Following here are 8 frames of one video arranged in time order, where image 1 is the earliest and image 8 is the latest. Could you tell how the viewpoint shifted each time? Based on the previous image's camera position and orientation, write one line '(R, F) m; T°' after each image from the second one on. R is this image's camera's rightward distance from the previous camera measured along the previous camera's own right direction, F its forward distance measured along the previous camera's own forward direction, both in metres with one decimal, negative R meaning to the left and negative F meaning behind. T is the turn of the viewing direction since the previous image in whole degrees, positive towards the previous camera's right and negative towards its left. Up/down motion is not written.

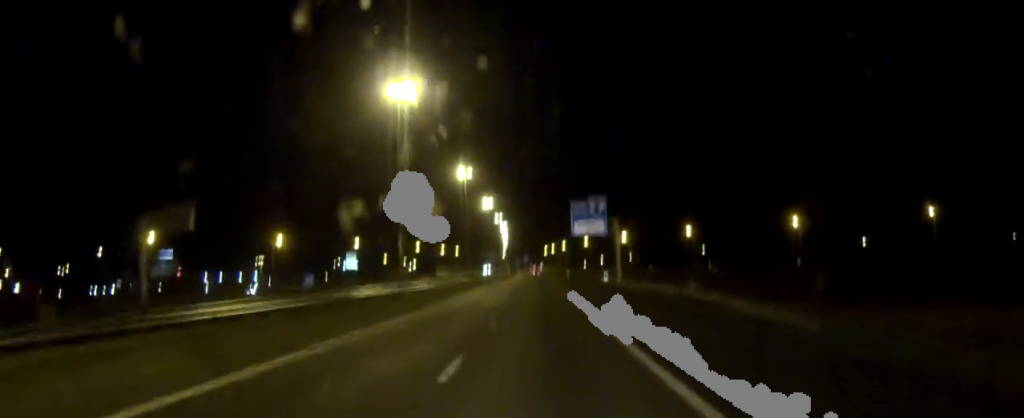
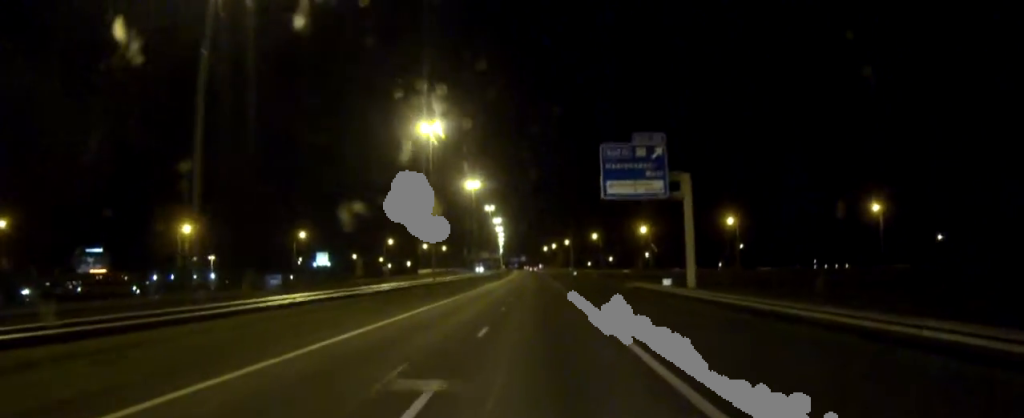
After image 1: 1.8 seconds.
(0.0, +40.2) m; 0°
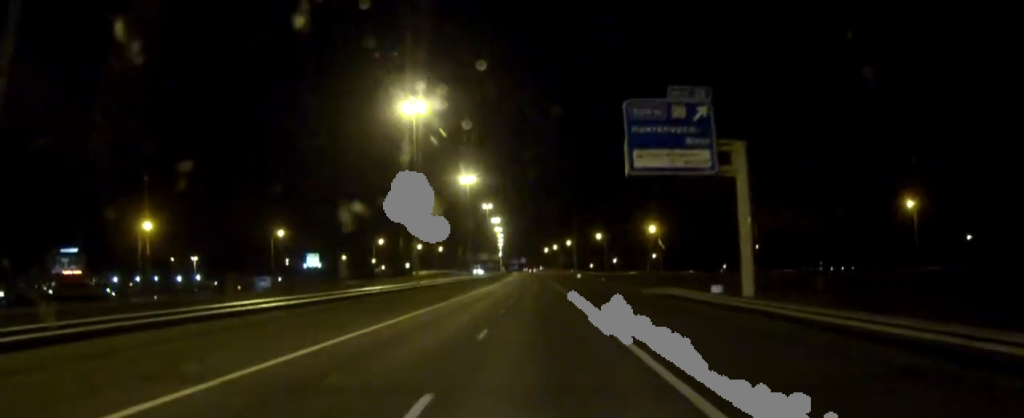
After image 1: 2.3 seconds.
(0.0, +12.1) m; 0°
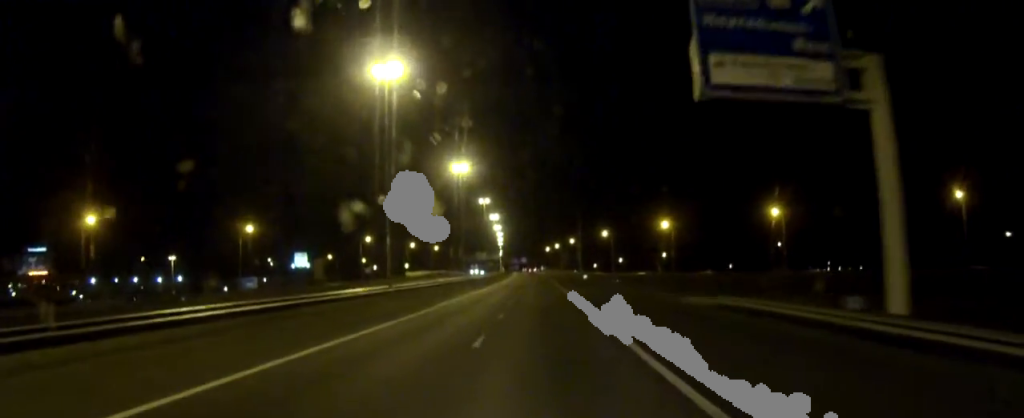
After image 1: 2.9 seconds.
(0.0, +14.4) m; 0°
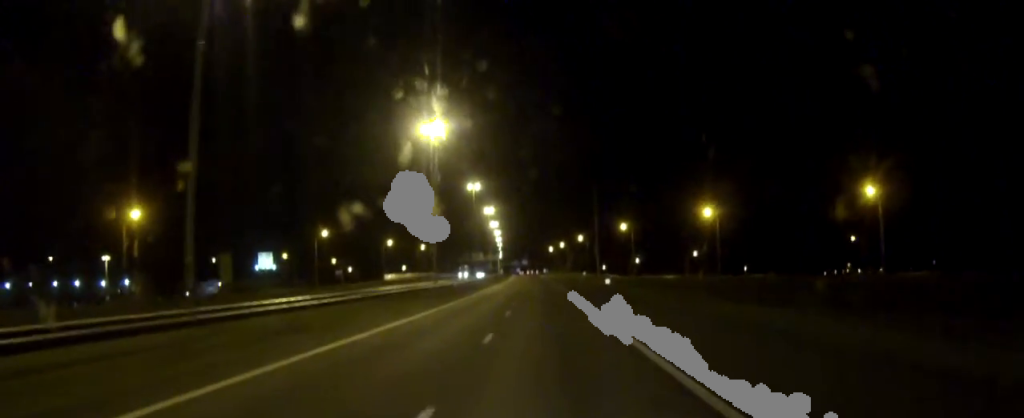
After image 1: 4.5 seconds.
(-0.1, +34.7) m; 0°
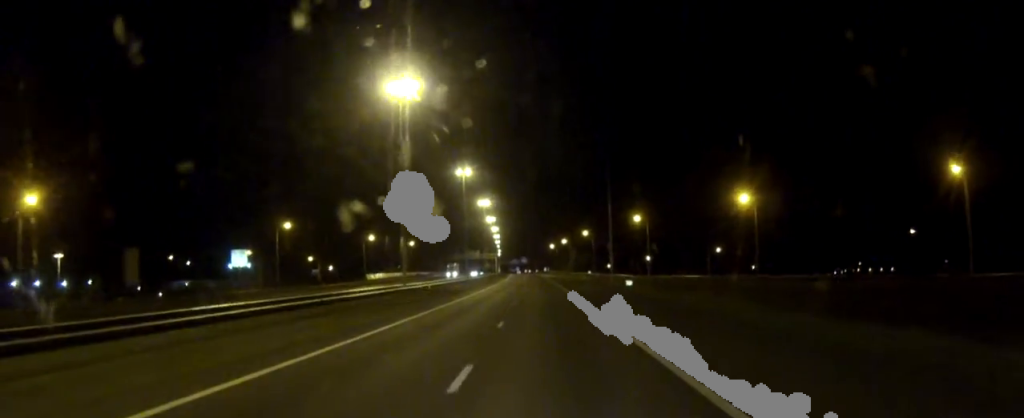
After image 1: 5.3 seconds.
(0.0, +19.6) m; 0°
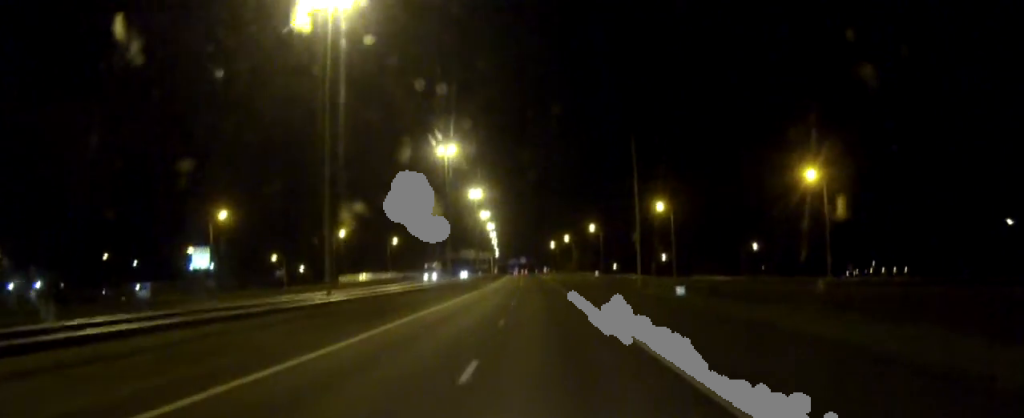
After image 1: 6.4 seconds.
(0.0, +23.1) m; 0°
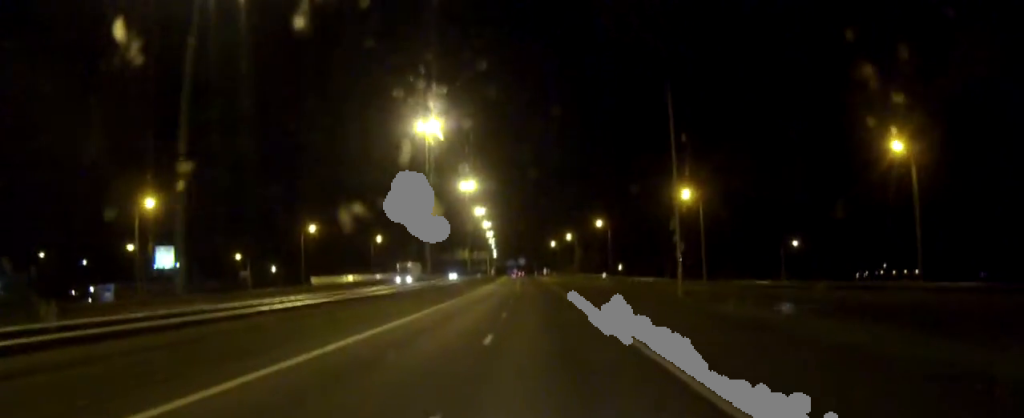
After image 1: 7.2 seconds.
(0.0, +17.8) m; 0°
